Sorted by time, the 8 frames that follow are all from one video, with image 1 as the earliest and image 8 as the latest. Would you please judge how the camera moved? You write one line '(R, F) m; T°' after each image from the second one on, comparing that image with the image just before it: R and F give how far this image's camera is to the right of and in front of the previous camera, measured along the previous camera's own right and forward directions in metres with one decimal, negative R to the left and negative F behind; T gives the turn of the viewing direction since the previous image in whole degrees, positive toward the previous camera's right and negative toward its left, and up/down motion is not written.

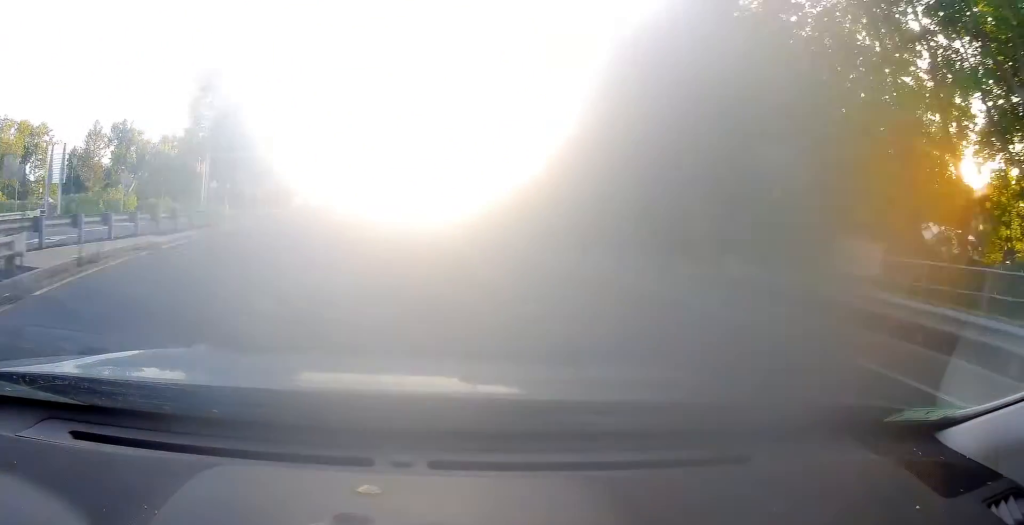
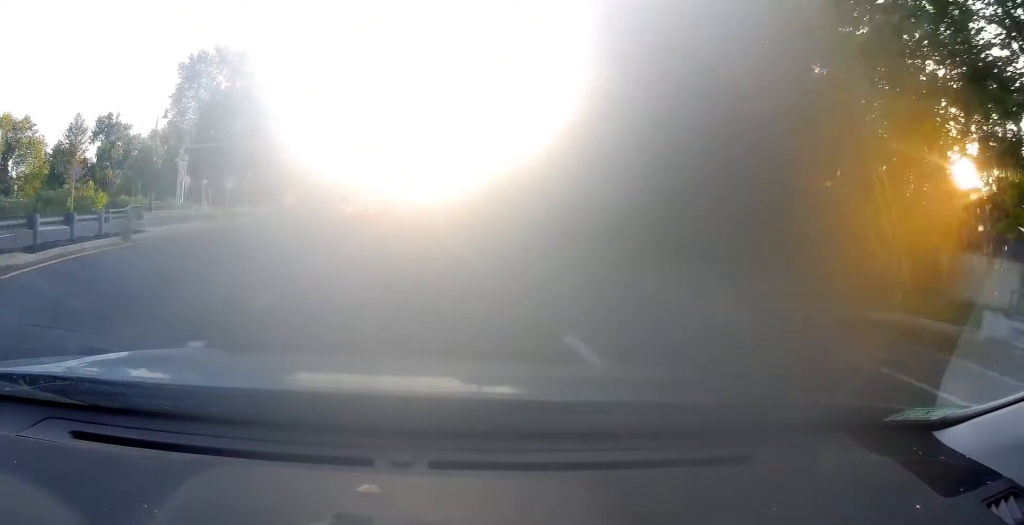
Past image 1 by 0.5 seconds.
(0.0, +7.4) m; 0°
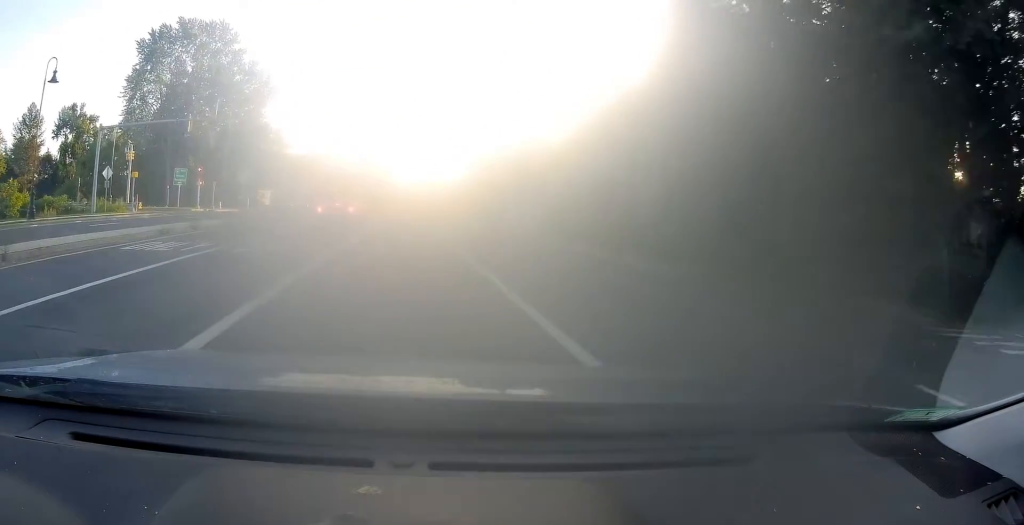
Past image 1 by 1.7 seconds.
(-0.1, +15.2) m; 0°
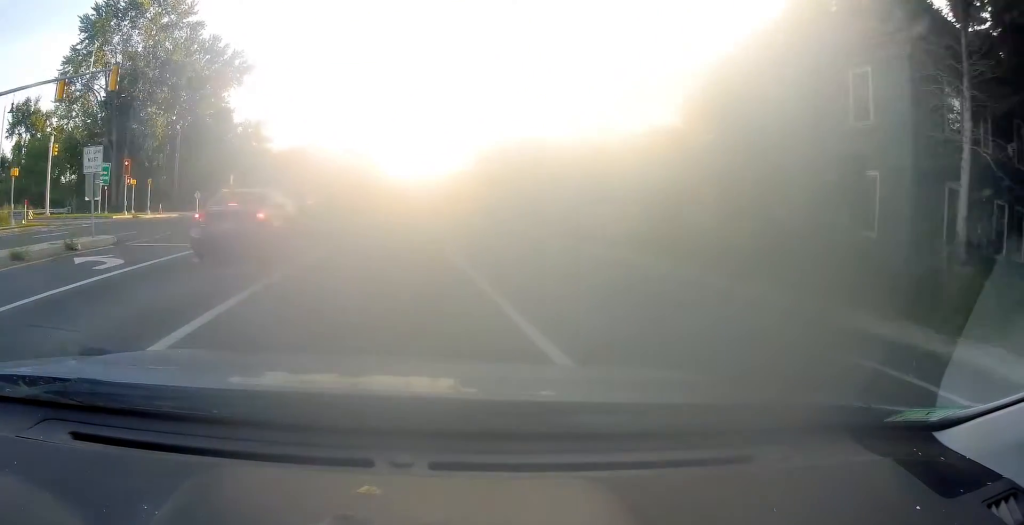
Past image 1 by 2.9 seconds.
(0.0, +15.6) m; +1°
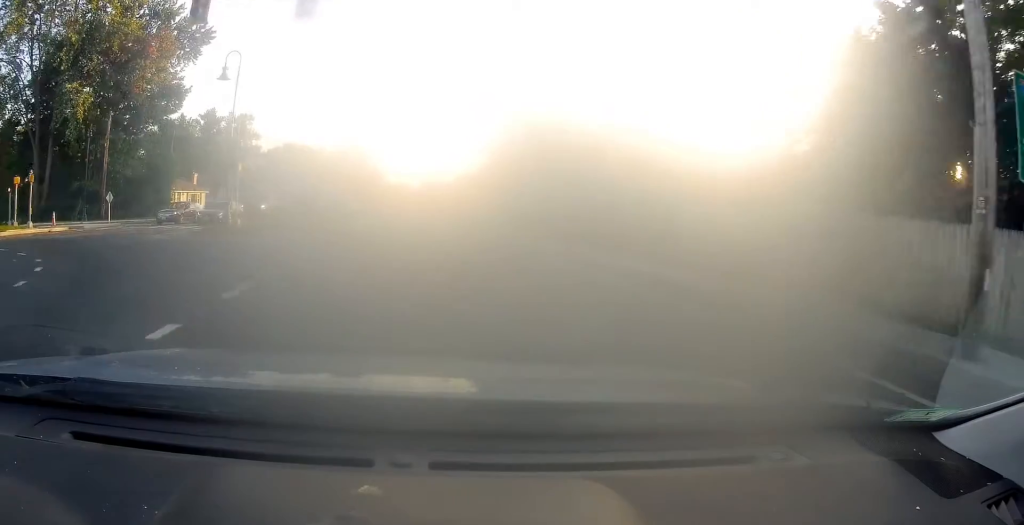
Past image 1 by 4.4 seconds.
(+0.4, +19.4) m; 0°
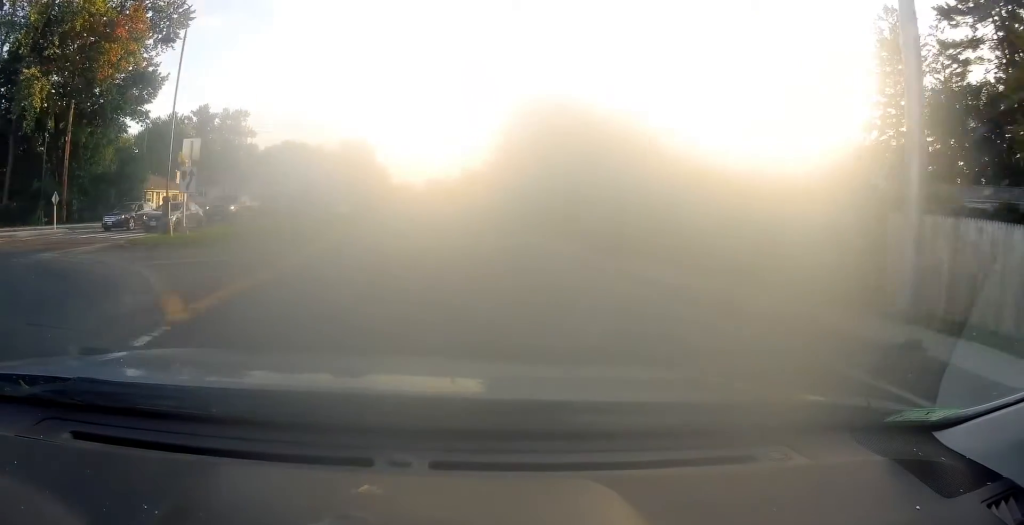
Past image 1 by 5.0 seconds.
(-0.3, +7.9) m; -1°
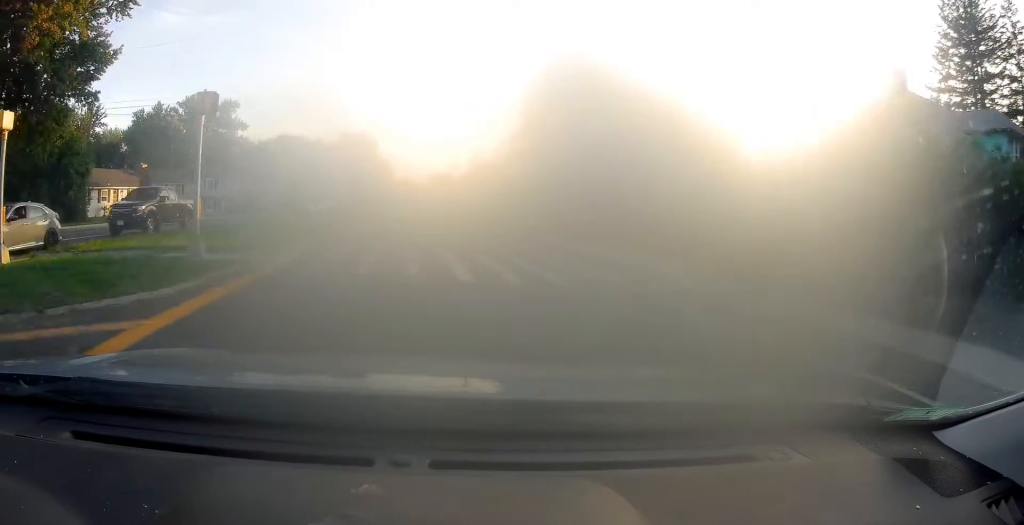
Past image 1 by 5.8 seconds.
(-0.2, +11.8) m; 0°
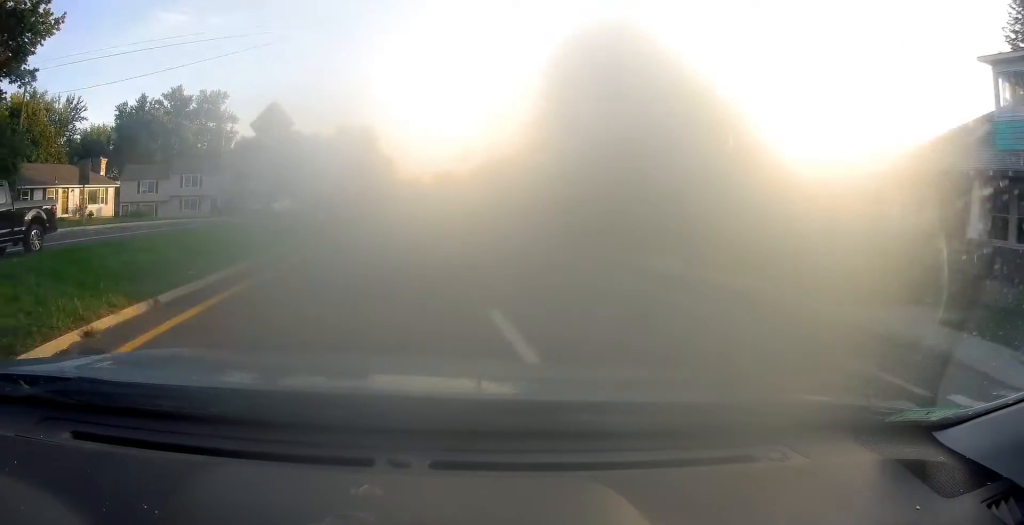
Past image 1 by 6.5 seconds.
(+0.2, +10.2) m; 0°
